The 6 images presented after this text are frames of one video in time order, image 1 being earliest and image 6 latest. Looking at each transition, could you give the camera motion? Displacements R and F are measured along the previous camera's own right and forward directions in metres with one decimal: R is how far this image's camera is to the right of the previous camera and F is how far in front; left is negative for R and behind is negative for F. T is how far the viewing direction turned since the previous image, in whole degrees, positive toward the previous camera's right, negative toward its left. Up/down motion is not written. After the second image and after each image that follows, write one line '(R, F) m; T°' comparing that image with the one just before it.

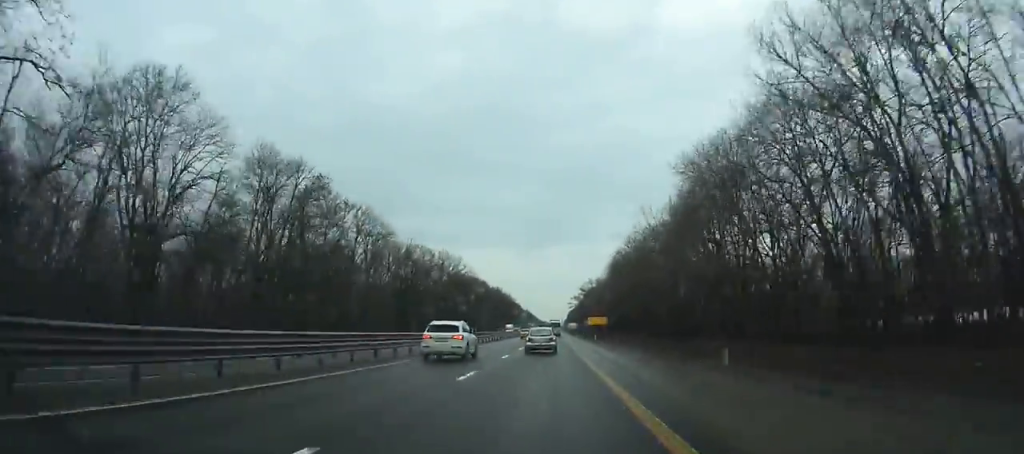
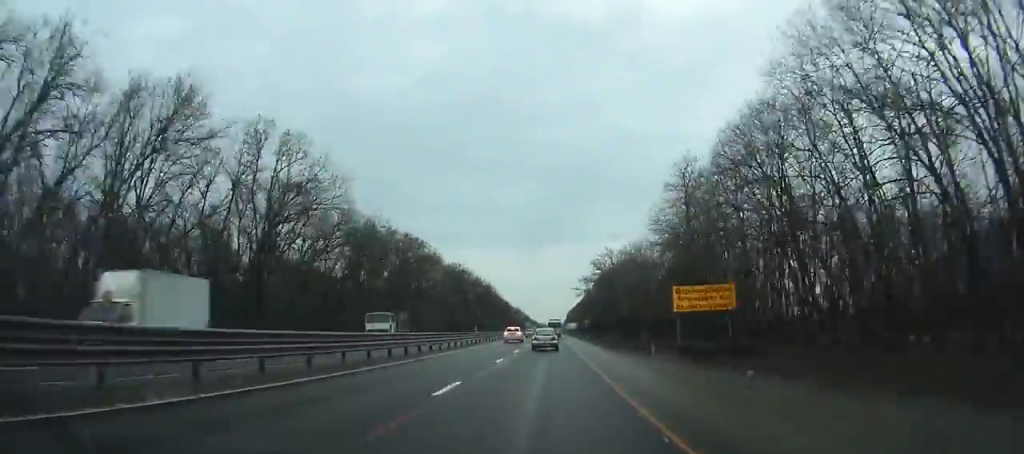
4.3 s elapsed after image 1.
(+0.6, +89.5) m; +1°
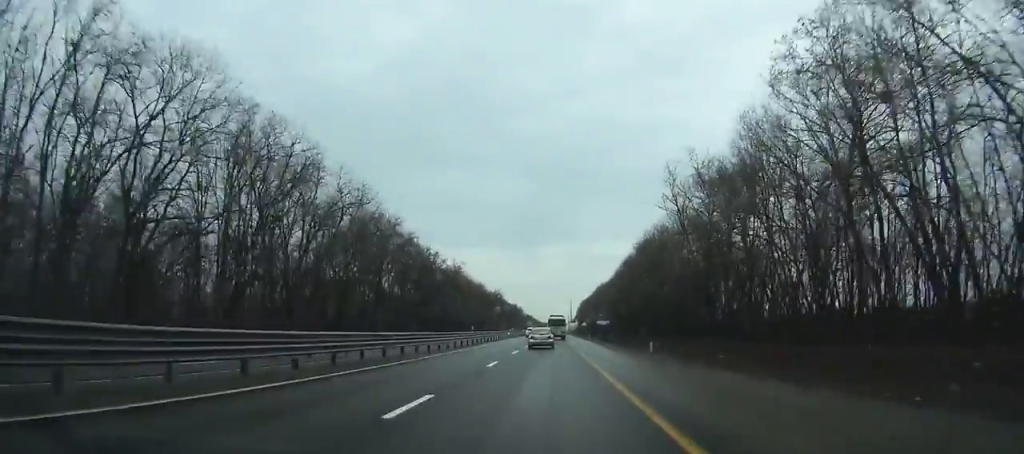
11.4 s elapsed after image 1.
(-0.9, +148.2) m; -1°
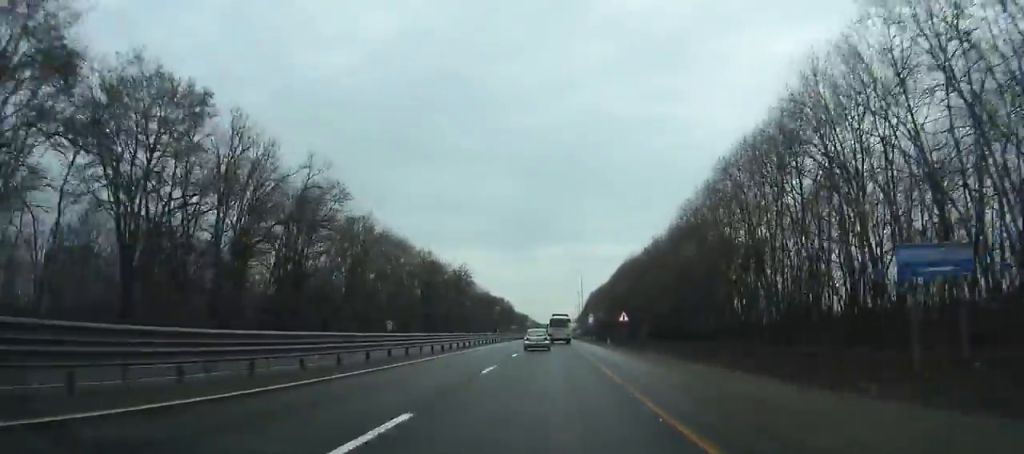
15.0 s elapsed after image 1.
(-0.2, +76.1) m; -1°
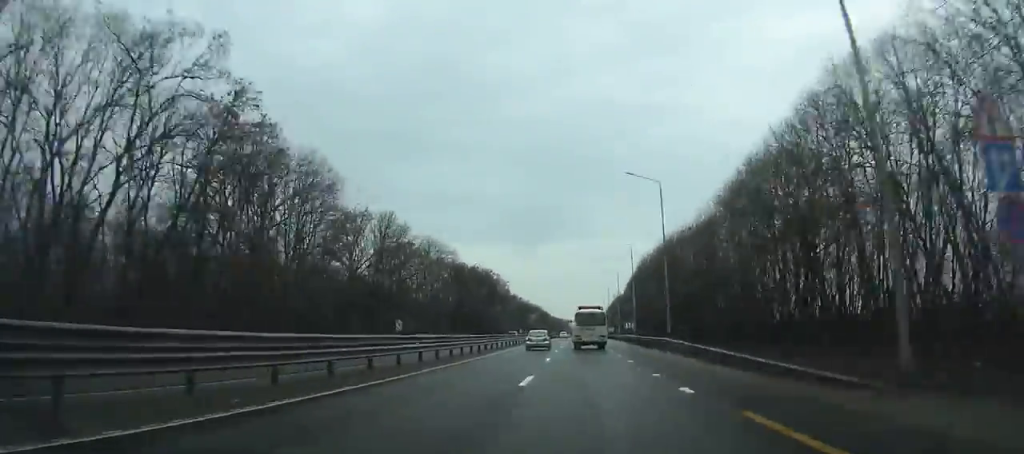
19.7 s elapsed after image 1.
(-1.2, +102.6) m; -1°
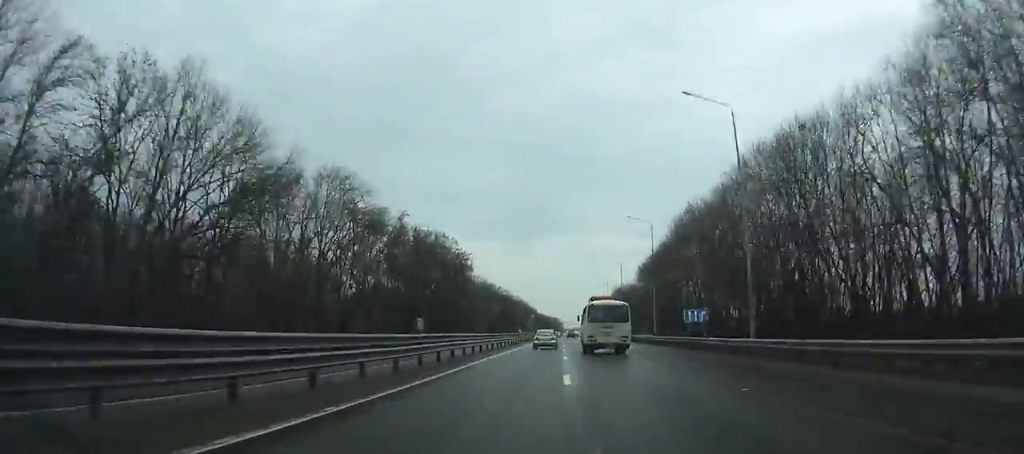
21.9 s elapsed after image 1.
(+0.2, +49.8) m; 0°
